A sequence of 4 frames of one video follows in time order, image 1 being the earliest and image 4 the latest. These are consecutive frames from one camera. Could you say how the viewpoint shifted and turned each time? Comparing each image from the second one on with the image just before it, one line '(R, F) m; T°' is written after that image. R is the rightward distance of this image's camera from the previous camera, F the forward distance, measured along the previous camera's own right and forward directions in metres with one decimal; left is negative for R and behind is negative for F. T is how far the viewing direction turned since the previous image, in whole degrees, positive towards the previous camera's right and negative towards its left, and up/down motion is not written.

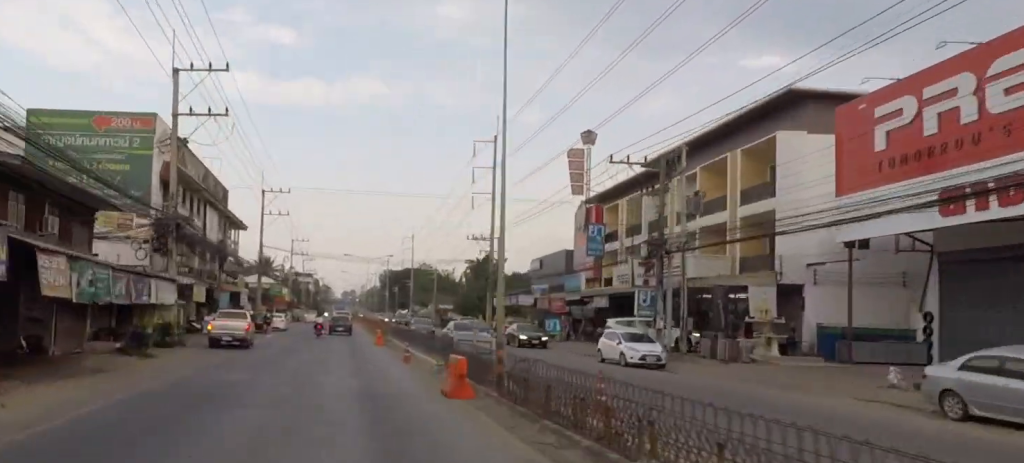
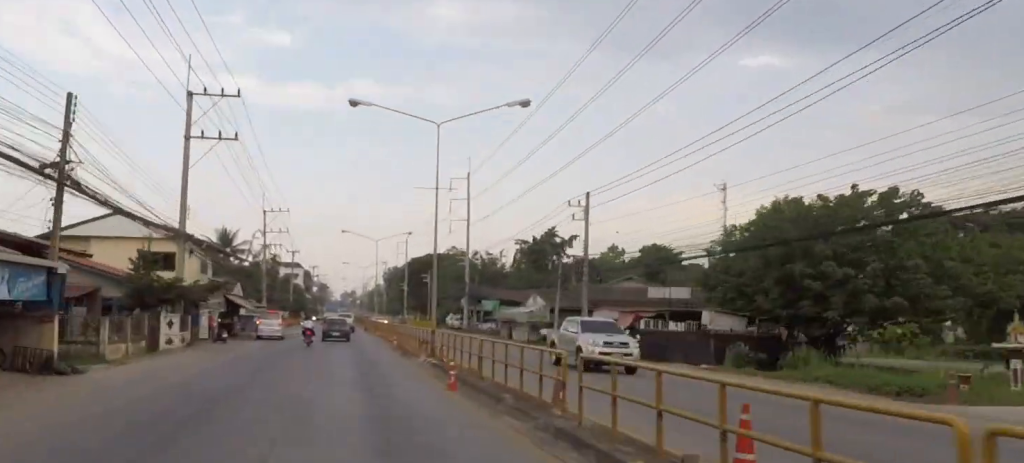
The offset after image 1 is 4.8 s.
(+2.7, +68.3) m; +3°
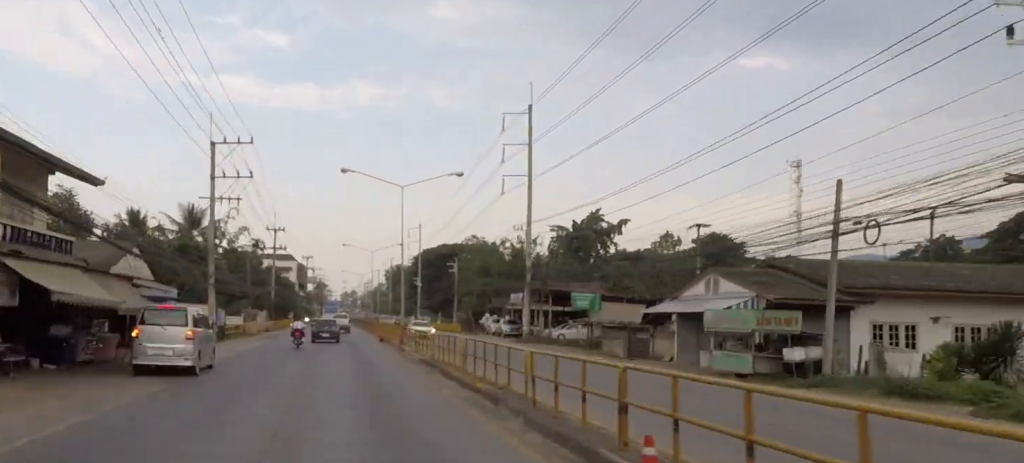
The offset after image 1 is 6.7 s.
(+1.2, +28.5) m; +3°
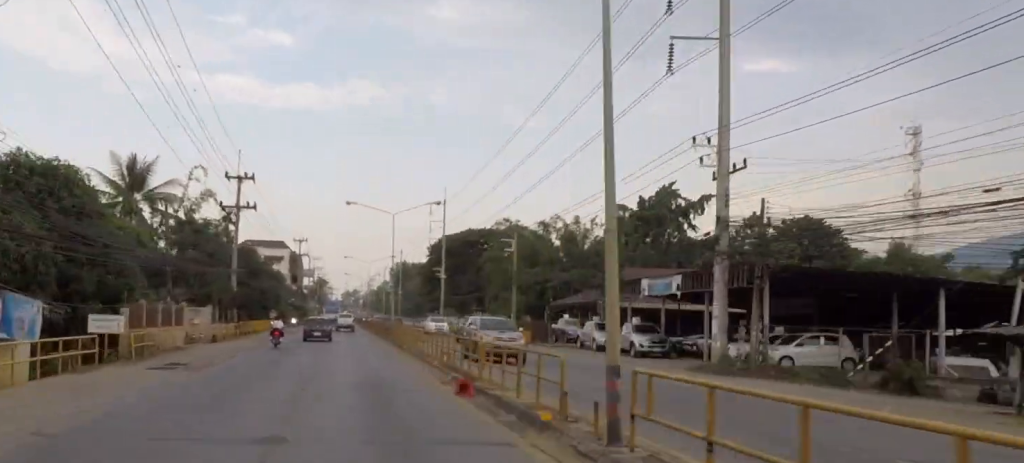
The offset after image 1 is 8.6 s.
(+0.5, +29.9) m; -1°
